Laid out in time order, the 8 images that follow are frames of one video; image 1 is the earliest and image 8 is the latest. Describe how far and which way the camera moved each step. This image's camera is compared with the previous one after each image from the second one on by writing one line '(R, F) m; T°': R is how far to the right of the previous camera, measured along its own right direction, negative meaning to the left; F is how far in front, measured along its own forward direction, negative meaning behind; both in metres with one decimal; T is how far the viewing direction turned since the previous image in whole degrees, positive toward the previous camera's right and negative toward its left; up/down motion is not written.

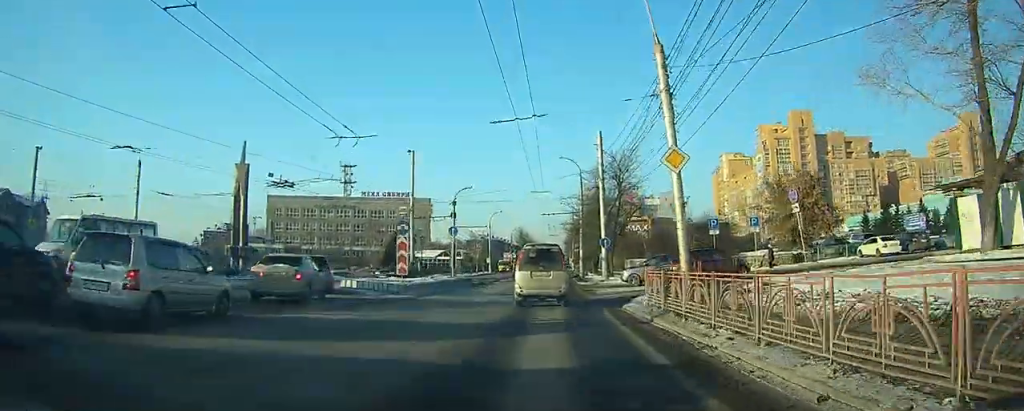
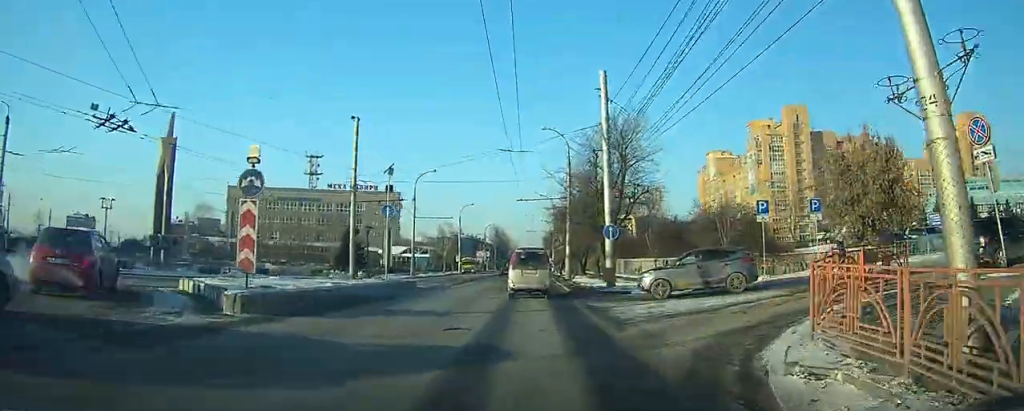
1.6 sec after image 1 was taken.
(0.0, +14.6) m; +1°
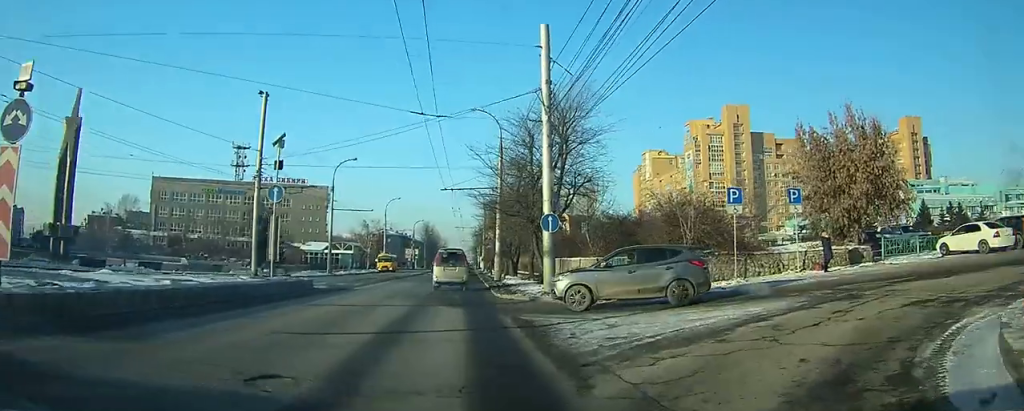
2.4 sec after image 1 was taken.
(+0.1, +6.3) m; +7°
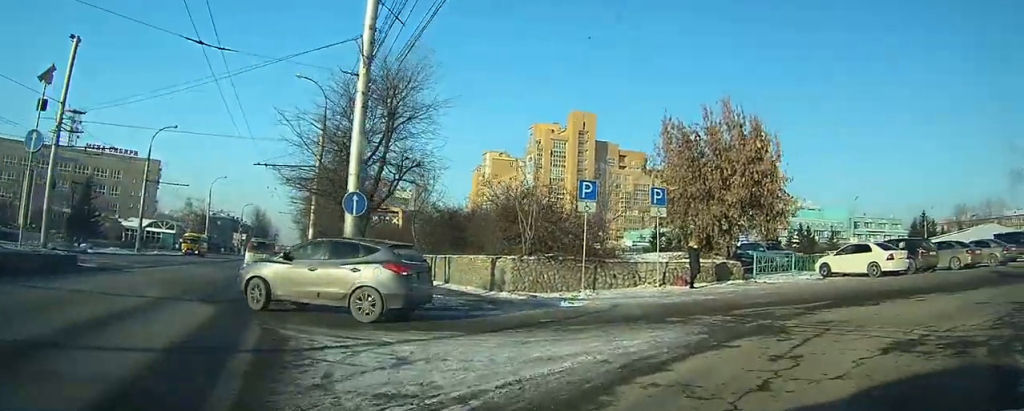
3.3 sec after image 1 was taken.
(+0.6, +5.5) m; +16°
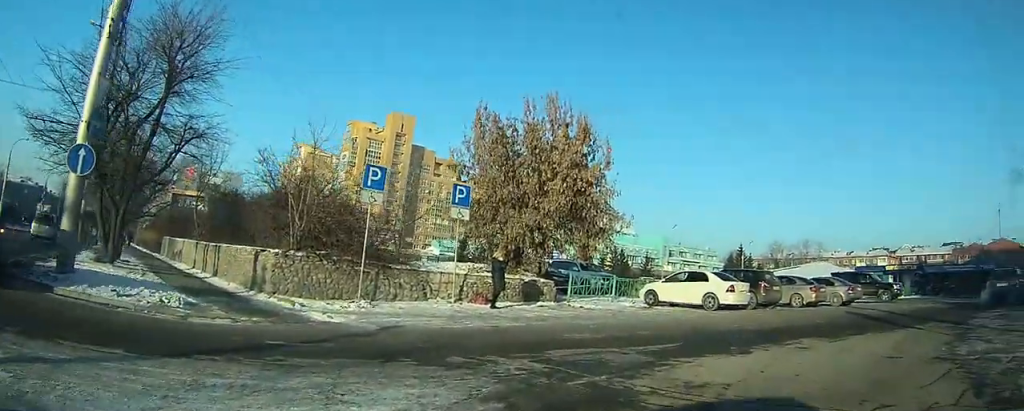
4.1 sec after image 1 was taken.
(+0.7, +4.2) m; +17°
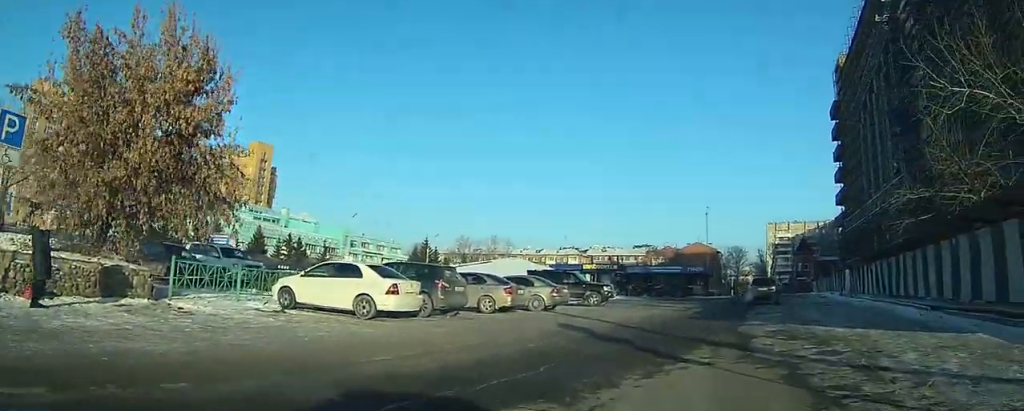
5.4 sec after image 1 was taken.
(+1.3, +6.5) m; +25°
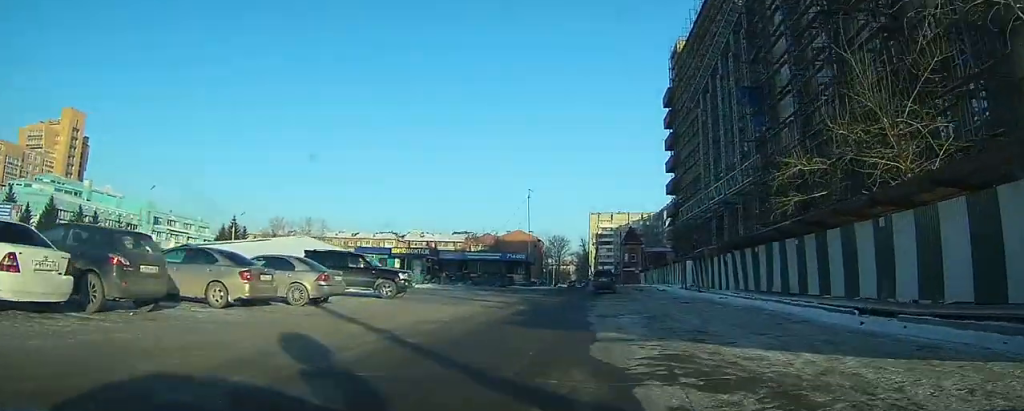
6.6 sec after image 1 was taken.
(+1.4, +5.8) m; +19°
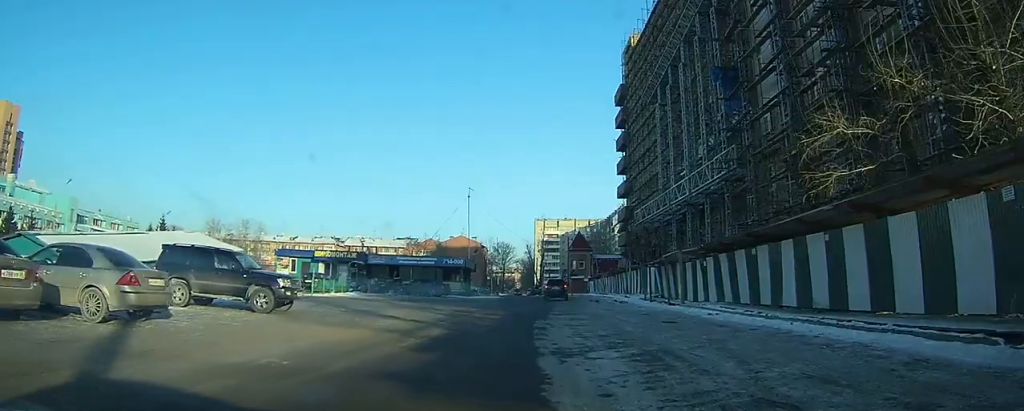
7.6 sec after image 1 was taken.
(+0.2, +6.0) m; +6°
